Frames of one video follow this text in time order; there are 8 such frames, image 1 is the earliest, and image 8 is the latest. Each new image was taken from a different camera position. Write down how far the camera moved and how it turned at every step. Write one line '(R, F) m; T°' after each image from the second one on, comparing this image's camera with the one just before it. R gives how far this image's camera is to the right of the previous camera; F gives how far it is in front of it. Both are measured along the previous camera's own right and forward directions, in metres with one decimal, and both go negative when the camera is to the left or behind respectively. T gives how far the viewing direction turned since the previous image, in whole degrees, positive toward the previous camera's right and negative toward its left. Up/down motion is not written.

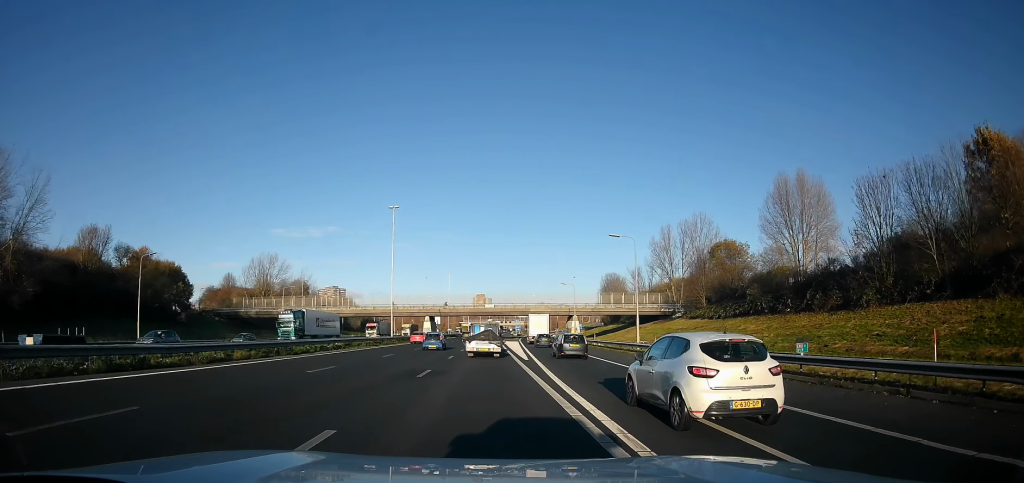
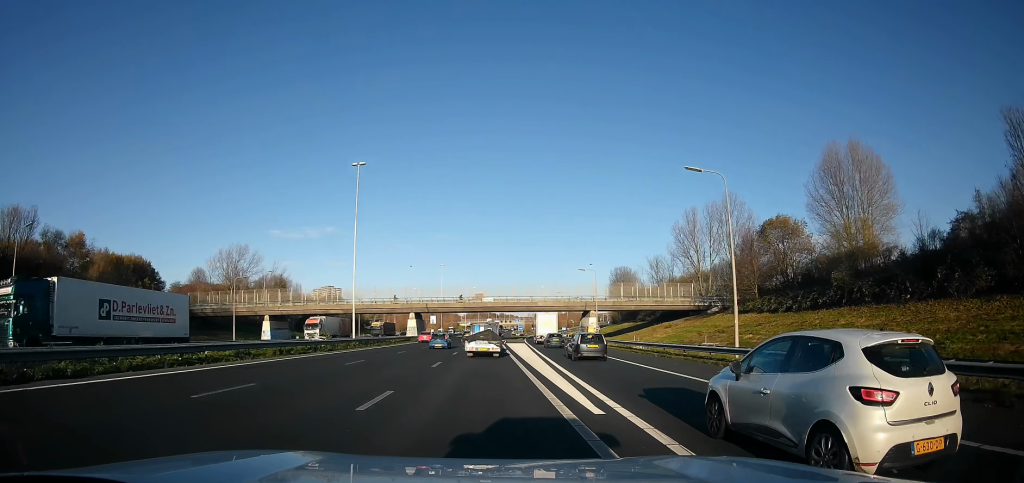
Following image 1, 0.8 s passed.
(-0.2, +18.4) m; -1°
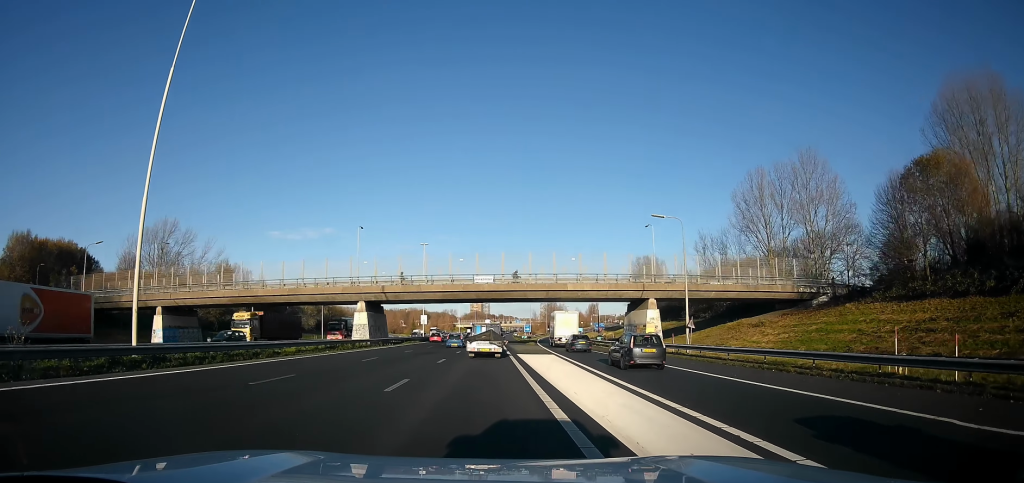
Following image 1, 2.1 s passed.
(-0.6, +32.0) m; 0°
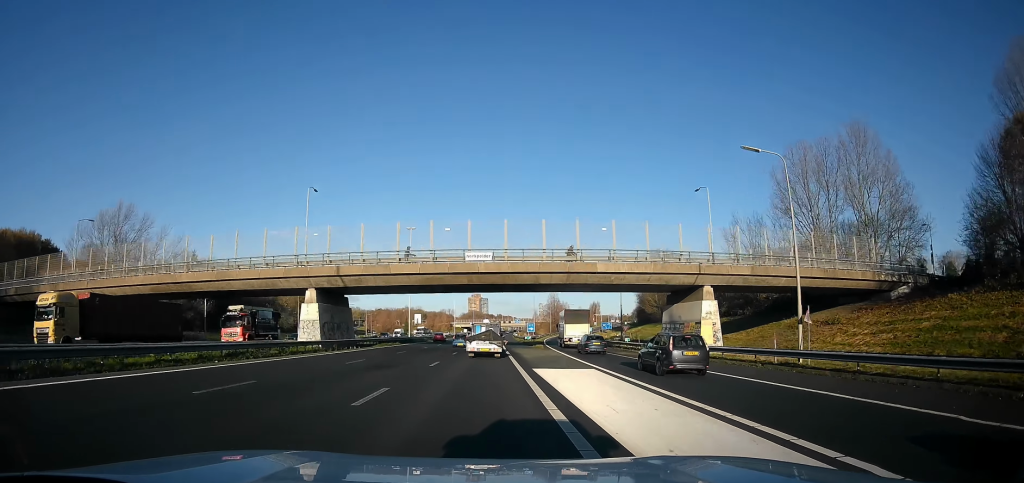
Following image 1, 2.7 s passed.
(+0.2, +14.5) m; +1°
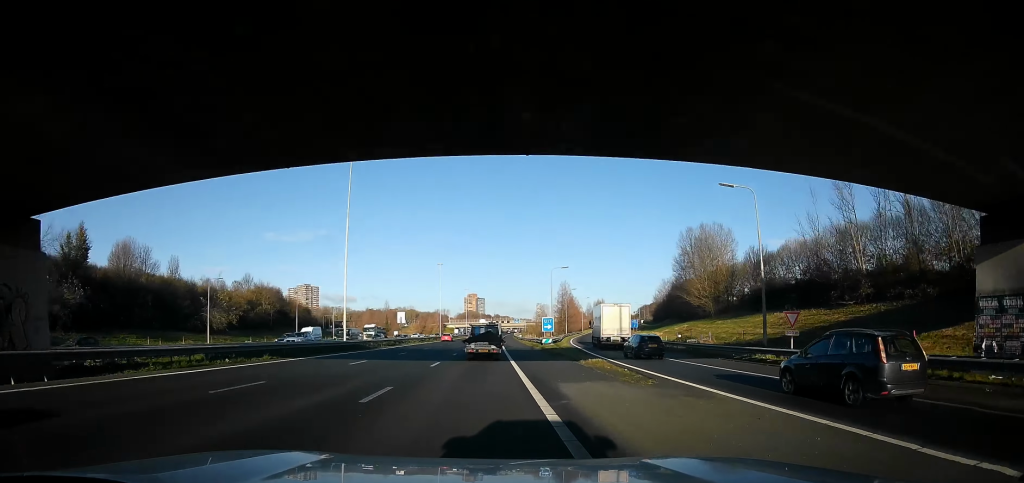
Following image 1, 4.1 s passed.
(+0.4, +34.5) m; +3°
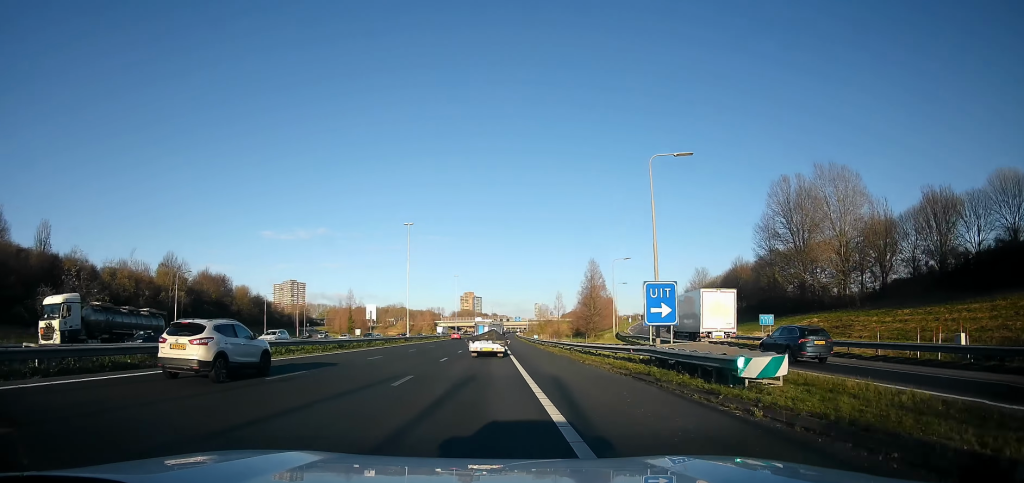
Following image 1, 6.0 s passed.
(-0.2, +43.9) m; +1°
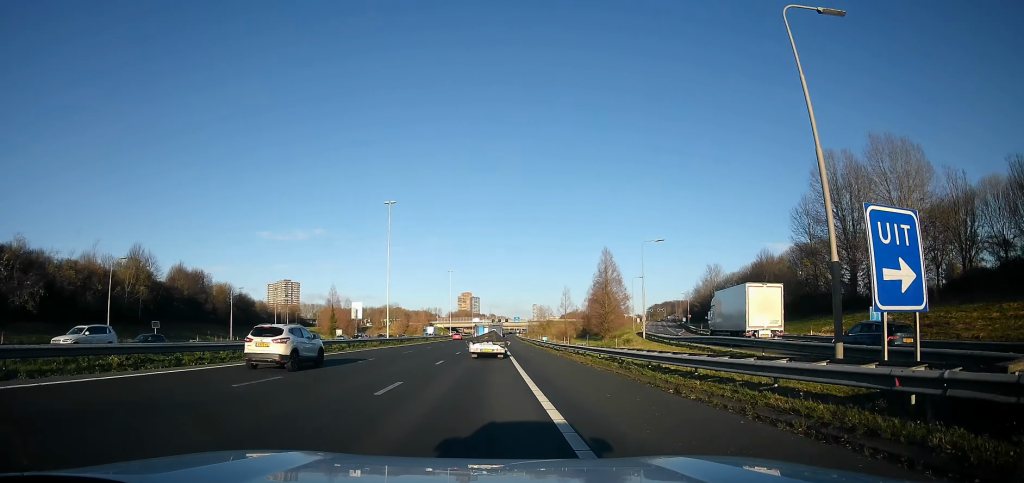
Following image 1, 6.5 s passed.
(+0.2, +13.4) m; 0°
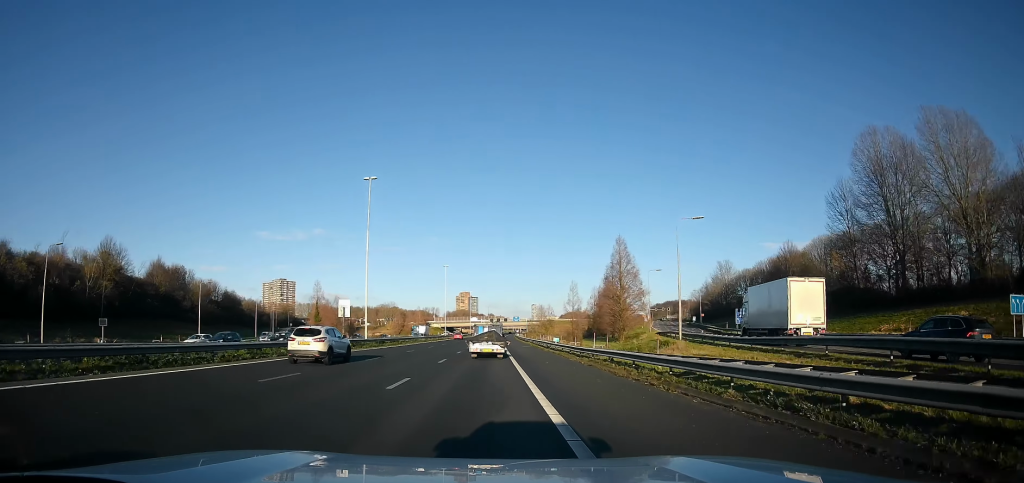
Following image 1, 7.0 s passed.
(+1.0, +10.2) m; 0°
